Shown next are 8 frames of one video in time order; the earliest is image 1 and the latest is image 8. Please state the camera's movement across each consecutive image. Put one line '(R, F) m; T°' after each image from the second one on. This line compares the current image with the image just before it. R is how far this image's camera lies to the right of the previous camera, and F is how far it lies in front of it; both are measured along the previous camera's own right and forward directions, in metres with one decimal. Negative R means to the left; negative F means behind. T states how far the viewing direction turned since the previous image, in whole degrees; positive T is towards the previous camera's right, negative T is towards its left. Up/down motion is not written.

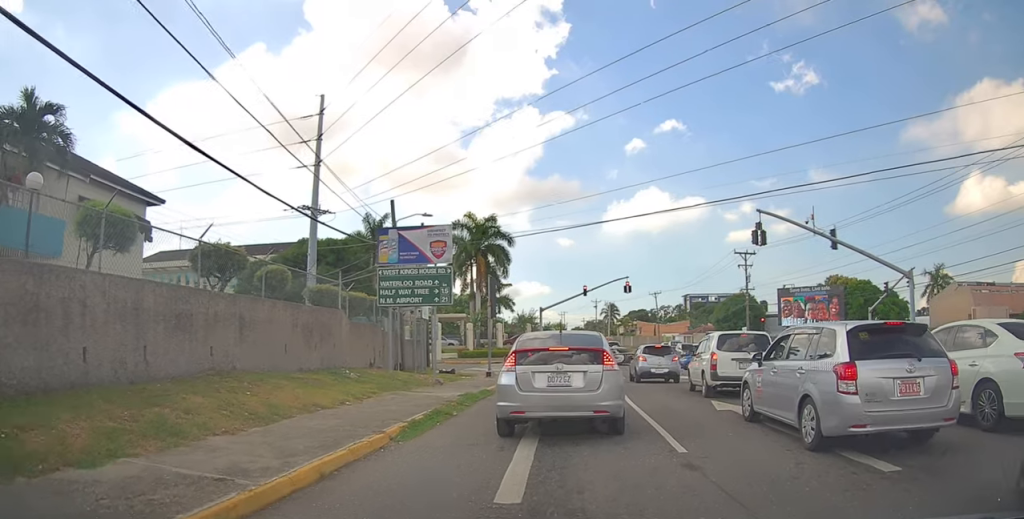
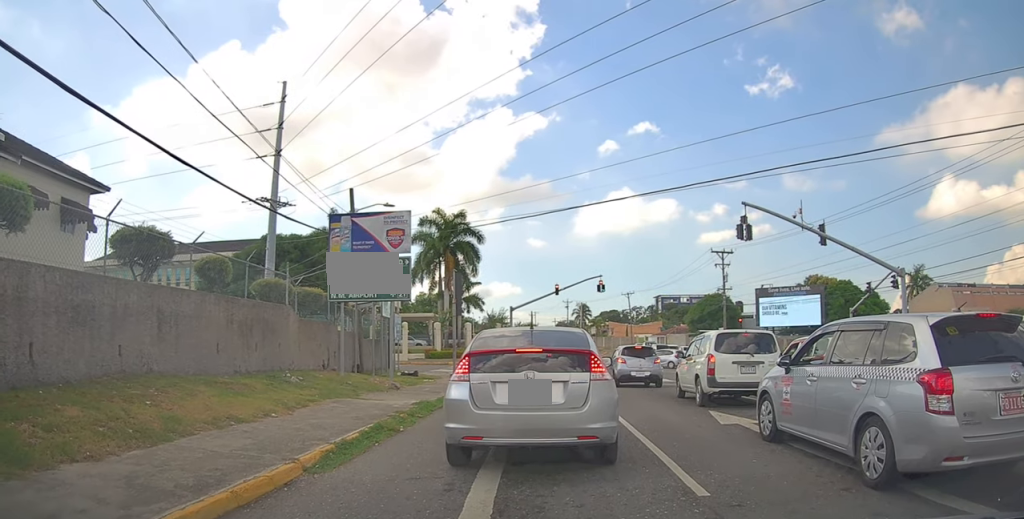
(+0.9, +2.6) m; +2°
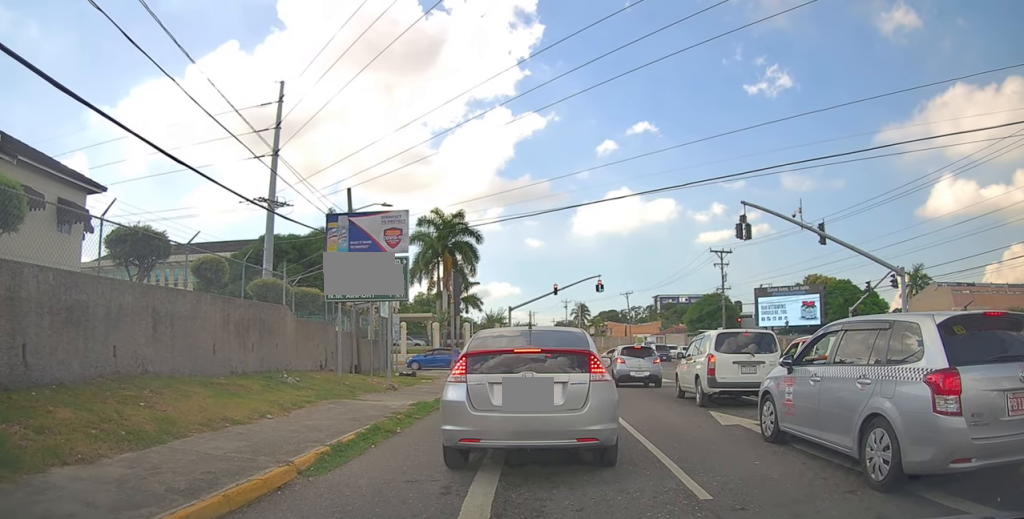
(0.0, +0.4) m; 0°
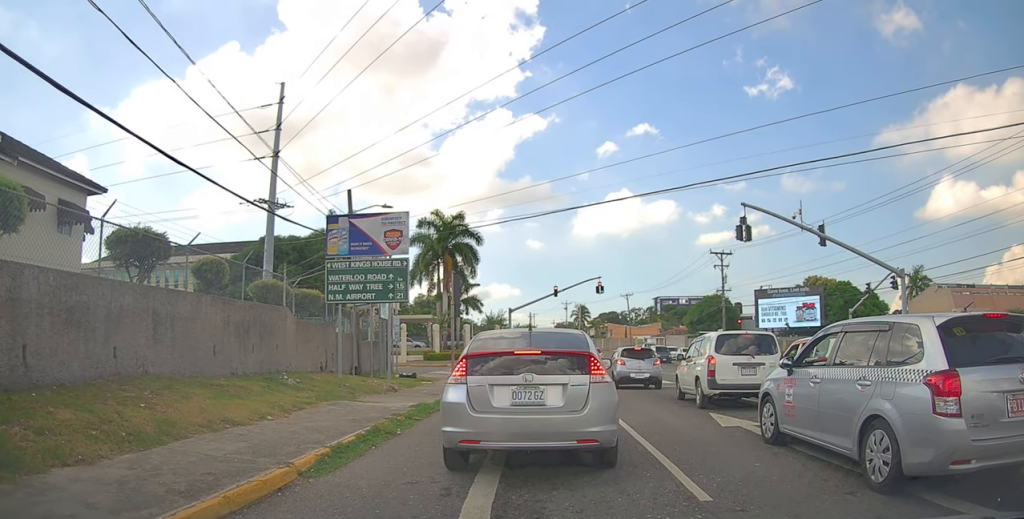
(0.0, 0.0) m; 0°
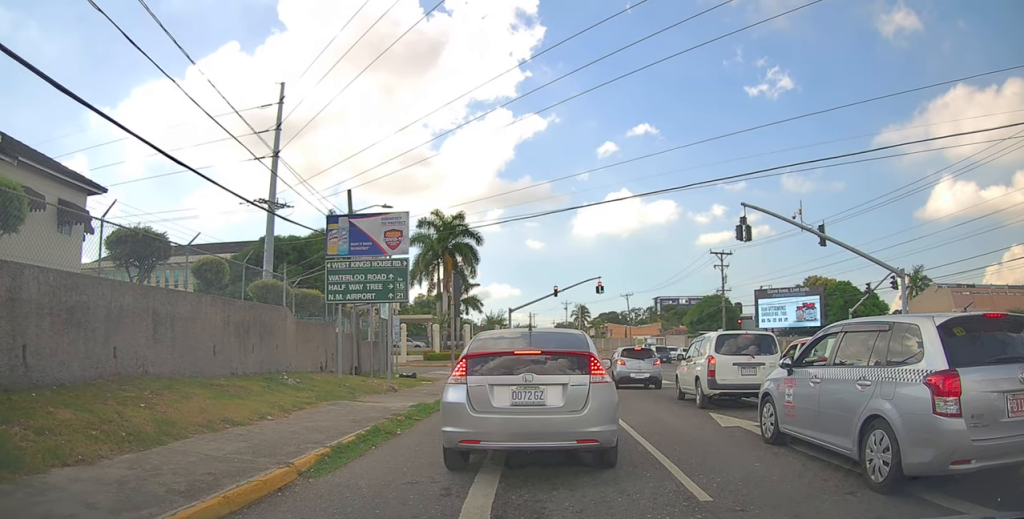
(0.0, 0.0) m; 0°
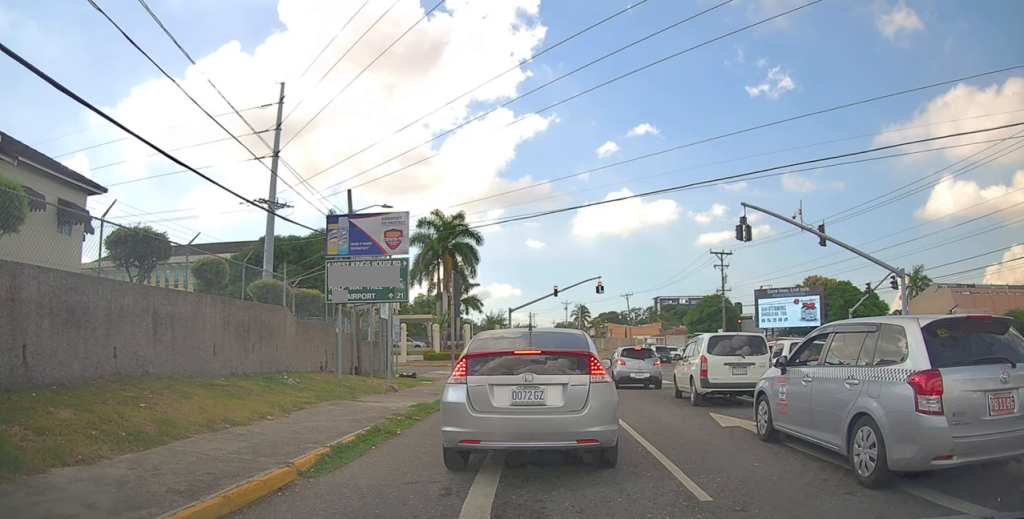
(0.0, 0.0) m; 0°
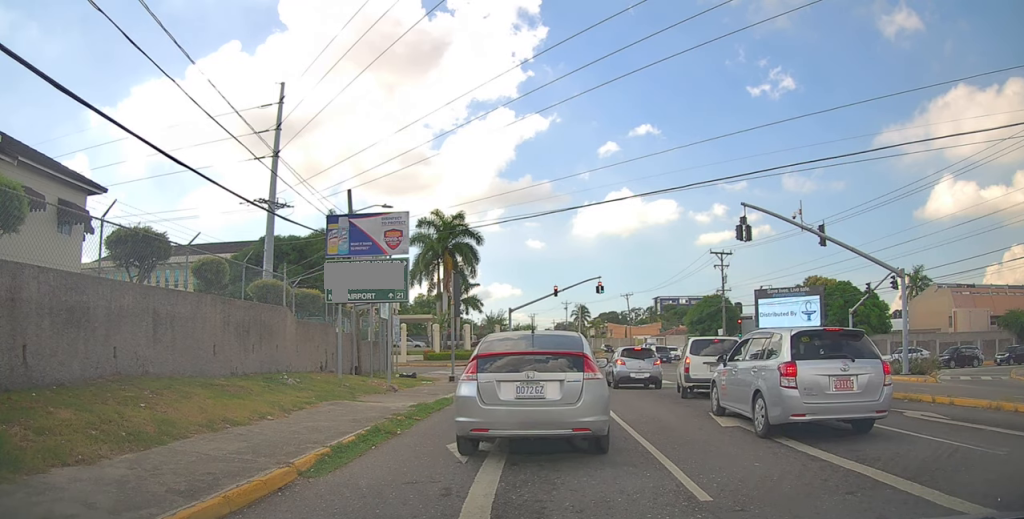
(0.0, 0.0) m; 0°
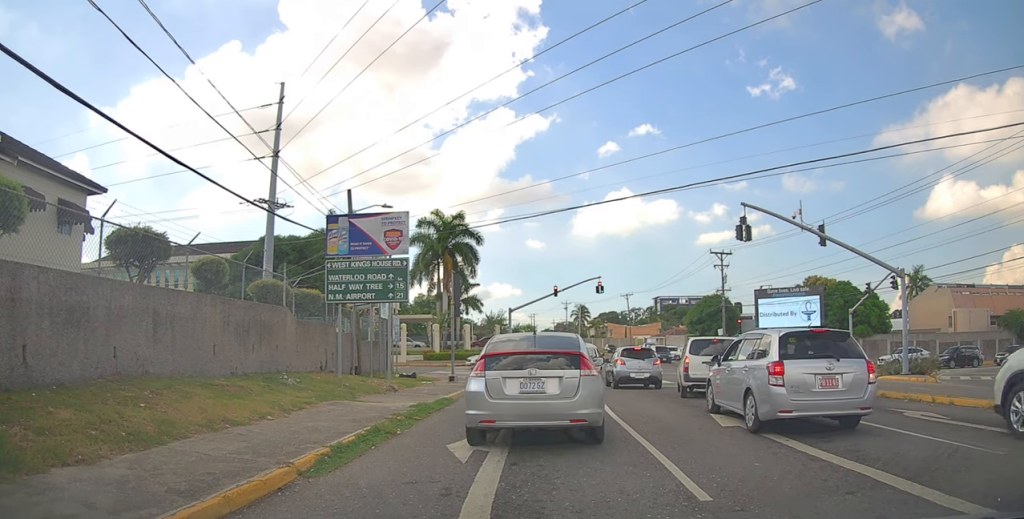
(0.0, 0.0) m; 0°
